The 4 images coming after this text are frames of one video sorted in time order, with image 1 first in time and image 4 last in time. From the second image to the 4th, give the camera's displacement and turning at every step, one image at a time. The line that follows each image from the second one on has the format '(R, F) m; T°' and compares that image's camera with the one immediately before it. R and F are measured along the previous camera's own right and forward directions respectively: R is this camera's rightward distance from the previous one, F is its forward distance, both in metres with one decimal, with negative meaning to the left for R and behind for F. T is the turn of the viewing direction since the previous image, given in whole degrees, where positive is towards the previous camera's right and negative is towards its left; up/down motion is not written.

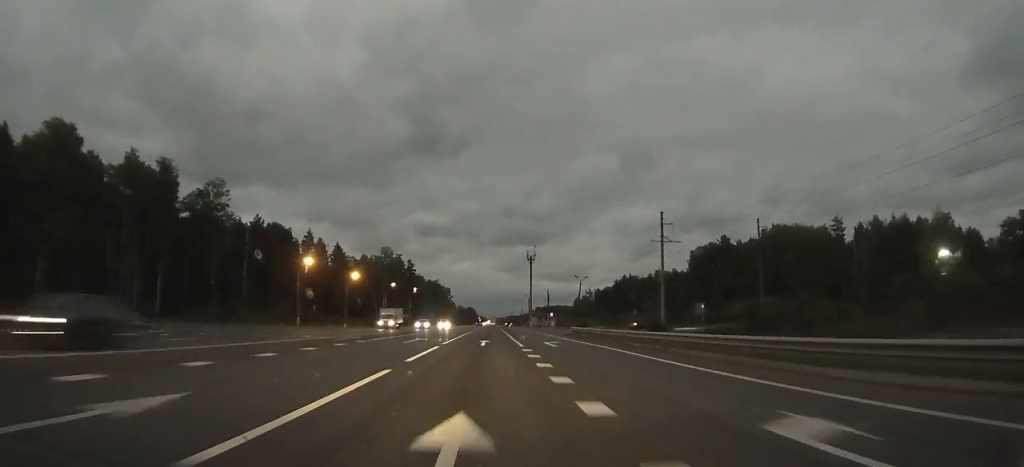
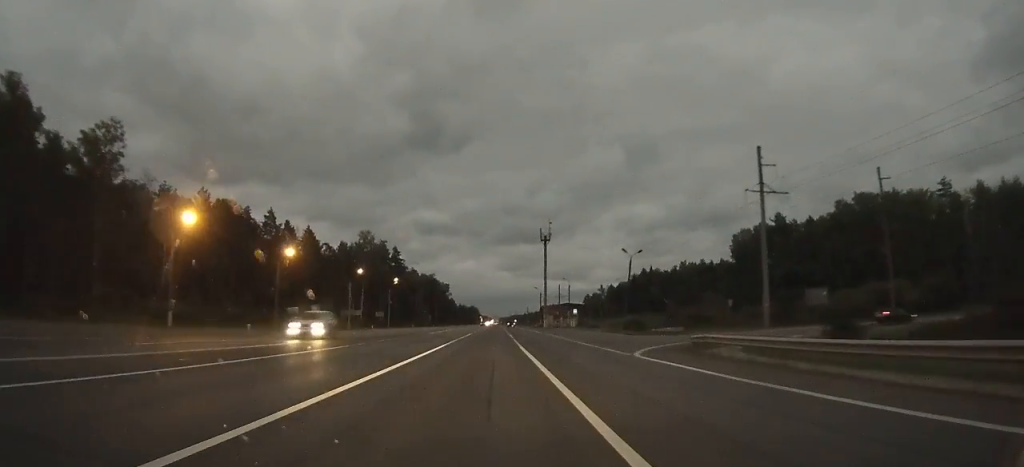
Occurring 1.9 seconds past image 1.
(+0.2, +39.6) m; 0°
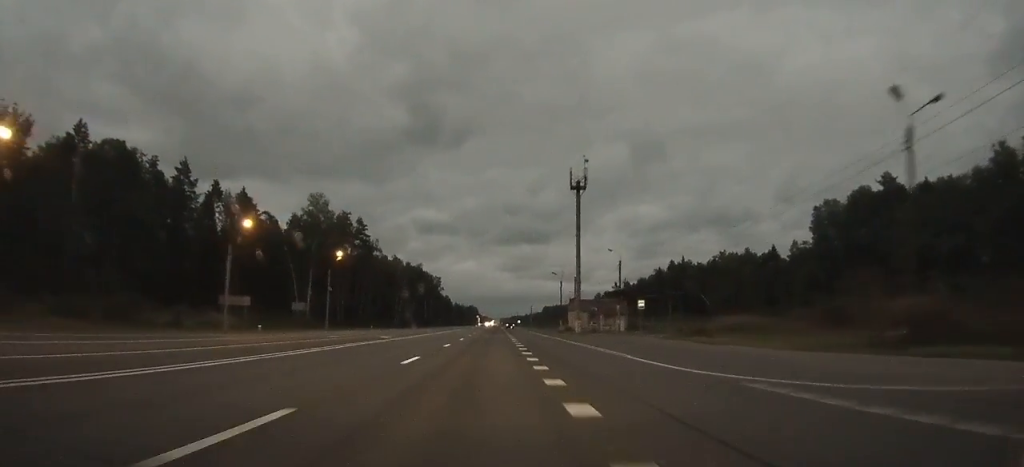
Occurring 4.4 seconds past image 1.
(+0.1, +50.1) m; 0°
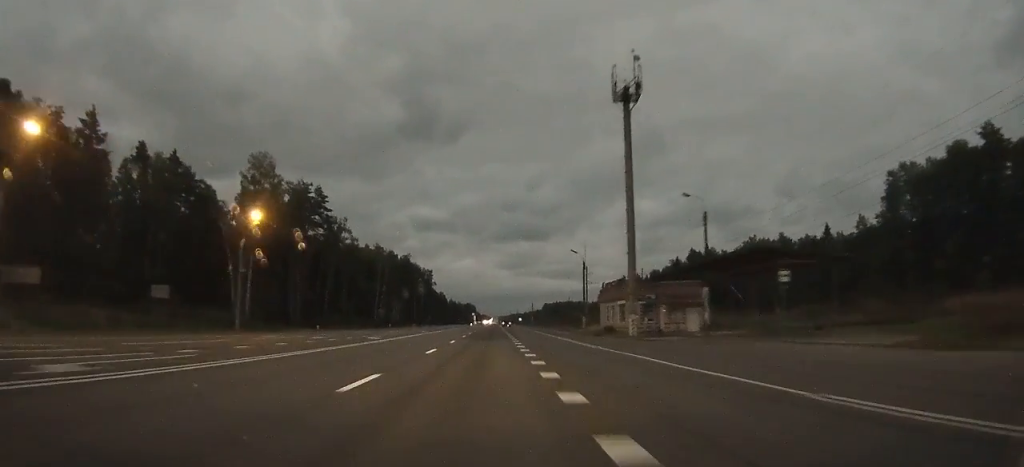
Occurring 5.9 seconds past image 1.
(0.0, +30.1) m; 0°
